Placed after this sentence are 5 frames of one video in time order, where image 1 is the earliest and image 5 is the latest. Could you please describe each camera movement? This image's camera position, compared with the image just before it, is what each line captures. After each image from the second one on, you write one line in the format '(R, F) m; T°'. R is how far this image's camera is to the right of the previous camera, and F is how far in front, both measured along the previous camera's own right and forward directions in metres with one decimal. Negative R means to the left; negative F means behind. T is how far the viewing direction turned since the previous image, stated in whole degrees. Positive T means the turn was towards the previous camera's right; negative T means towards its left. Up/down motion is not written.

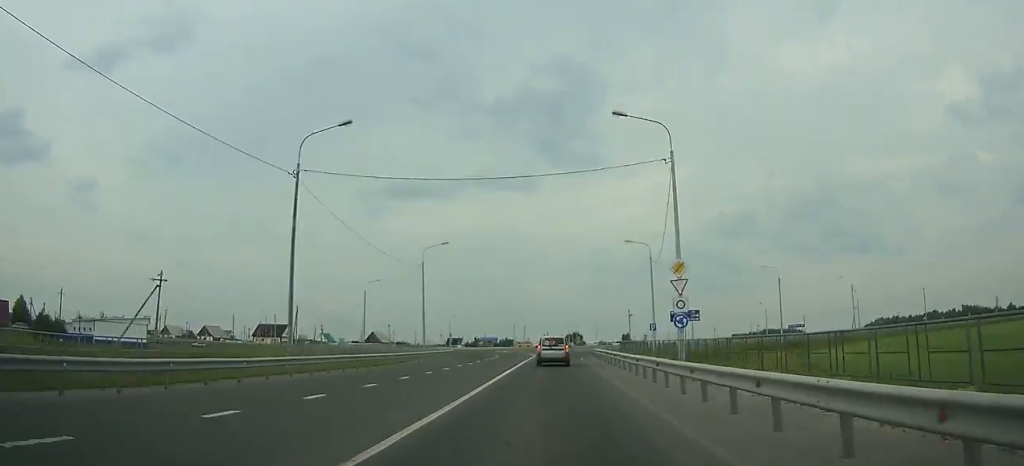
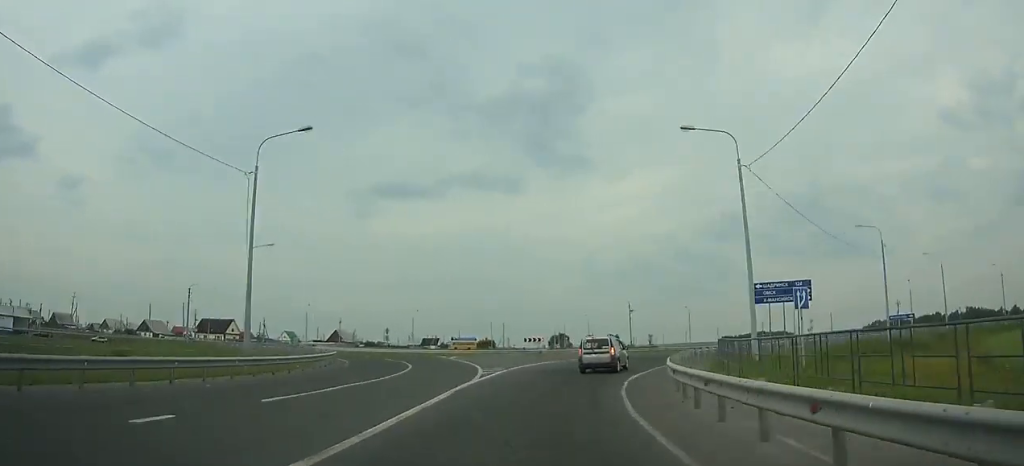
(0.0, +31.9) m; +8°
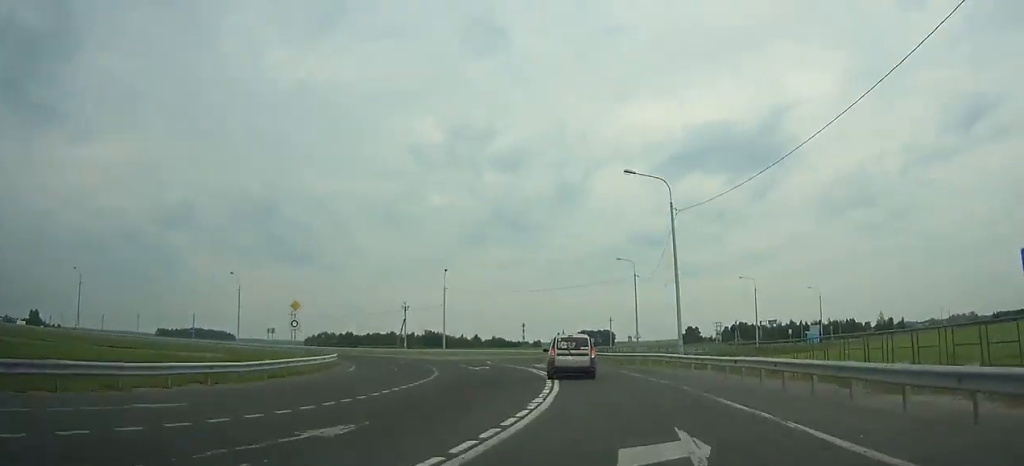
(+23.1, +60.3) m; +29°
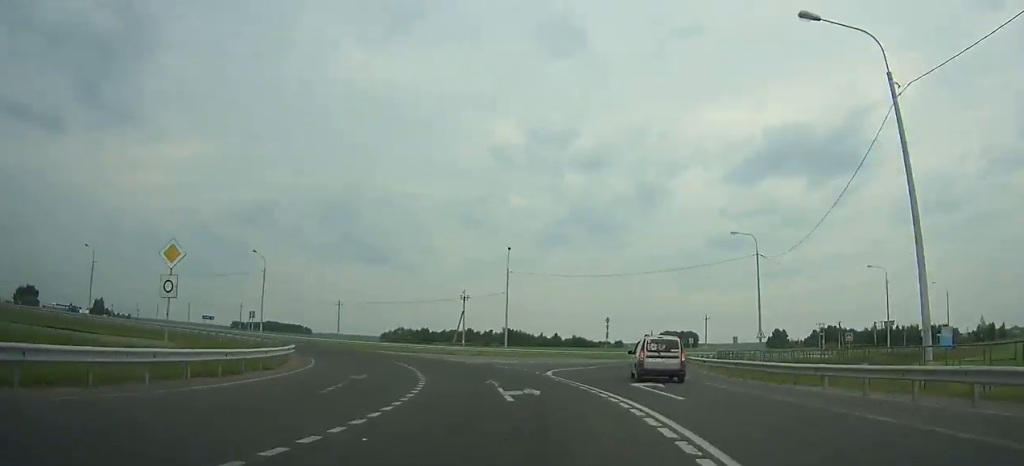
(-0.3, +19.4) m; -8°
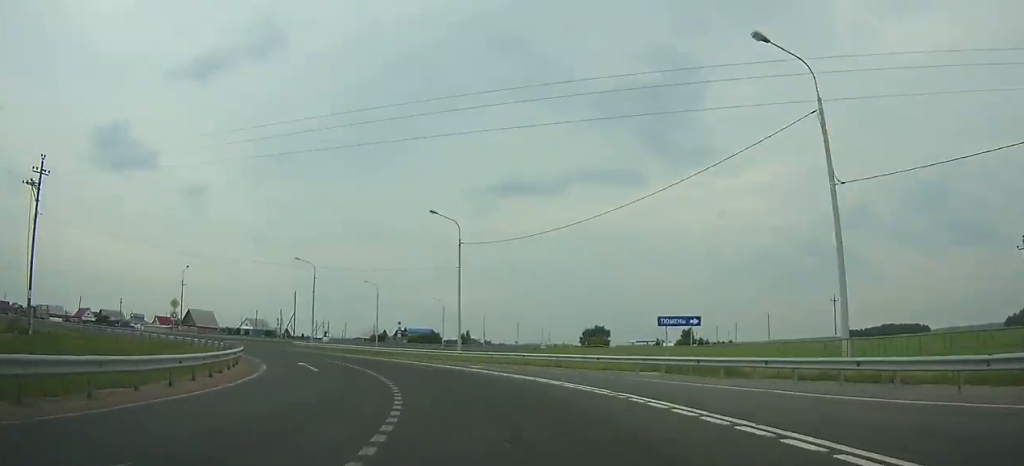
(-24.9, +56.6) m; -55°
